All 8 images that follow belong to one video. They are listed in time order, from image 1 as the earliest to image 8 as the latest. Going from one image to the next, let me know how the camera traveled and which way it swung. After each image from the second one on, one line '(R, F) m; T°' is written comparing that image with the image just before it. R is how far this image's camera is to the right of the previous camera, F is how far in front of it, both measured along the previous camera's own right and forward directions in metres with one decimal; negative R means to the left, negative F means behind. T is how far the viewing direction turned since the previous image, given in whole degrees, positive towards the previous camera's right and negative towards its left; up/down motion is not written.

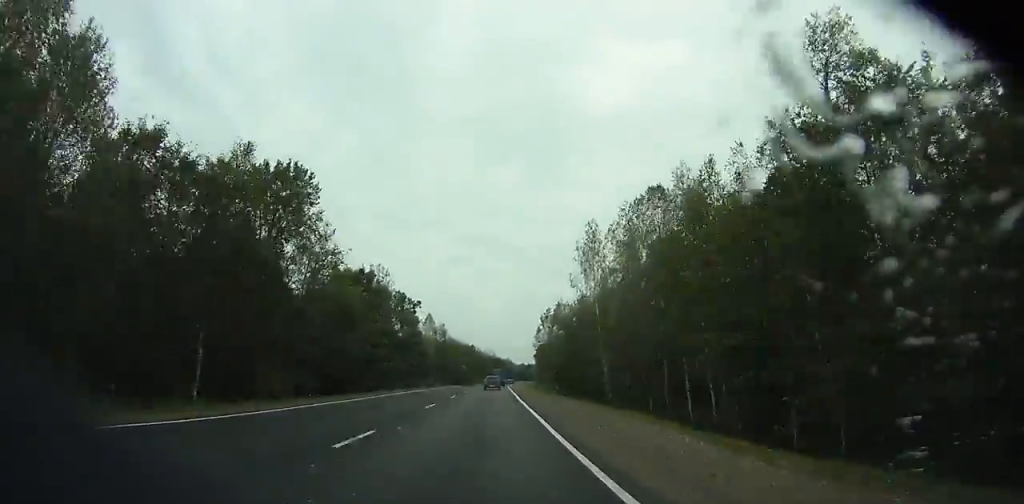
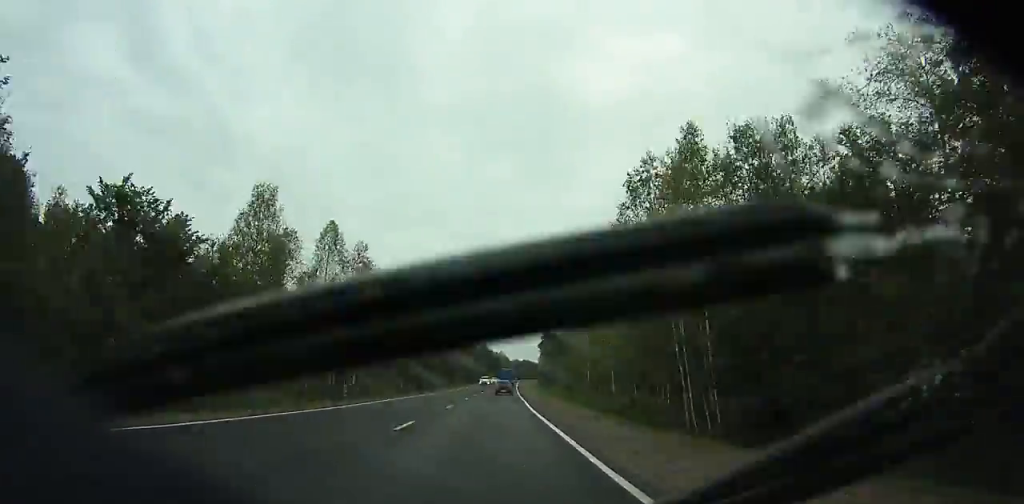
(0.0, +78.5) m; +1°
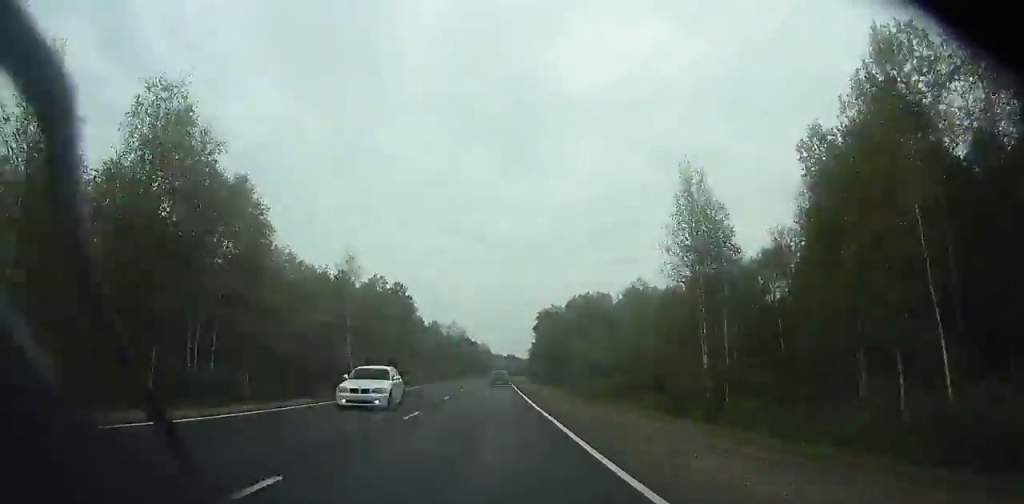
(+0.7, +58.4) m; +1°
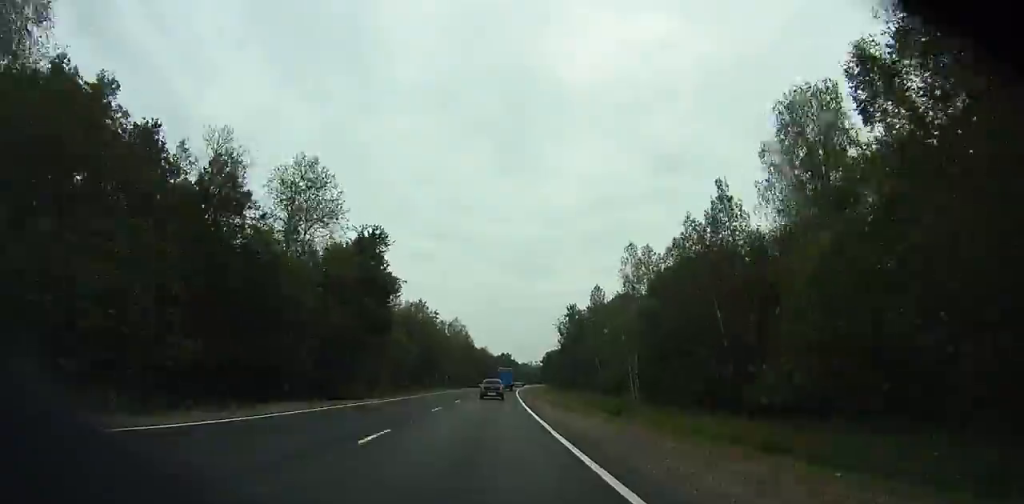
(+2.4, +158.8) m; +1°
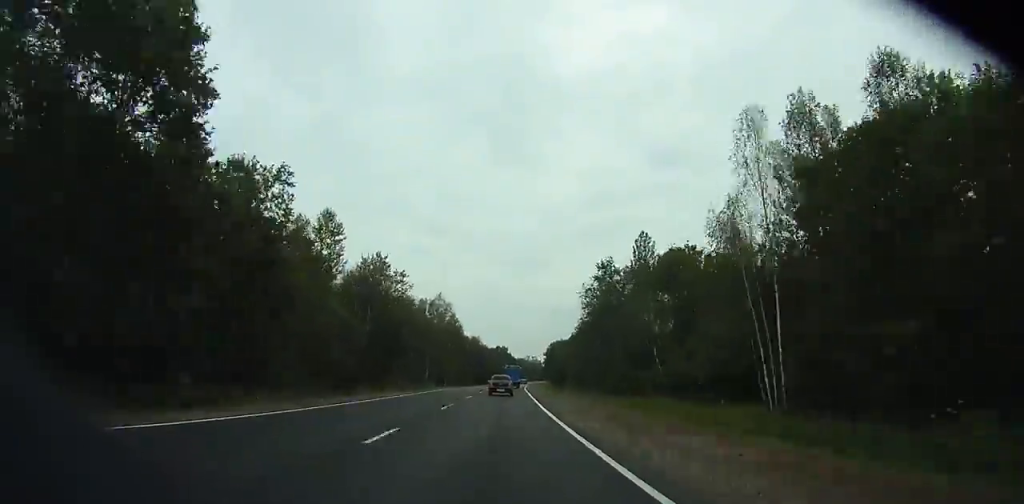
(+0.1, +38.1) m; +1°
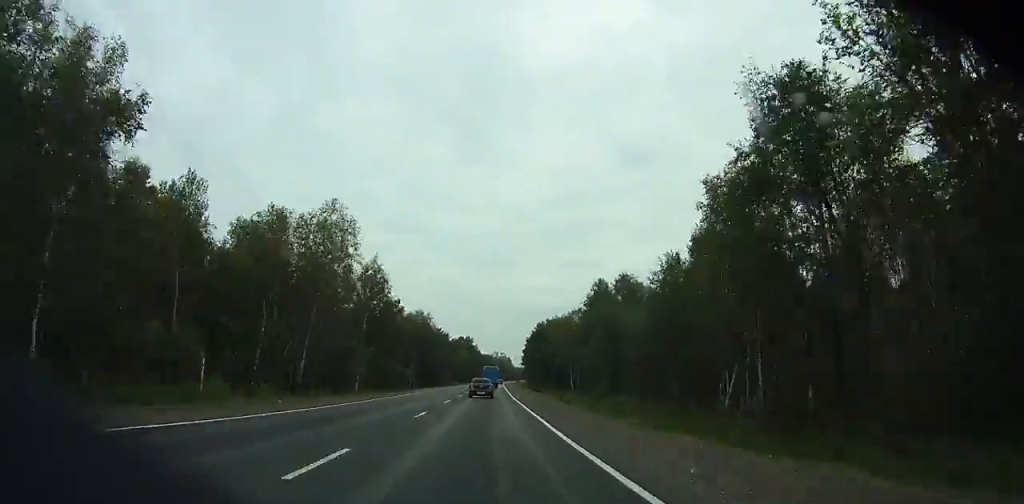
(+0.7, +65.6) m; +2°
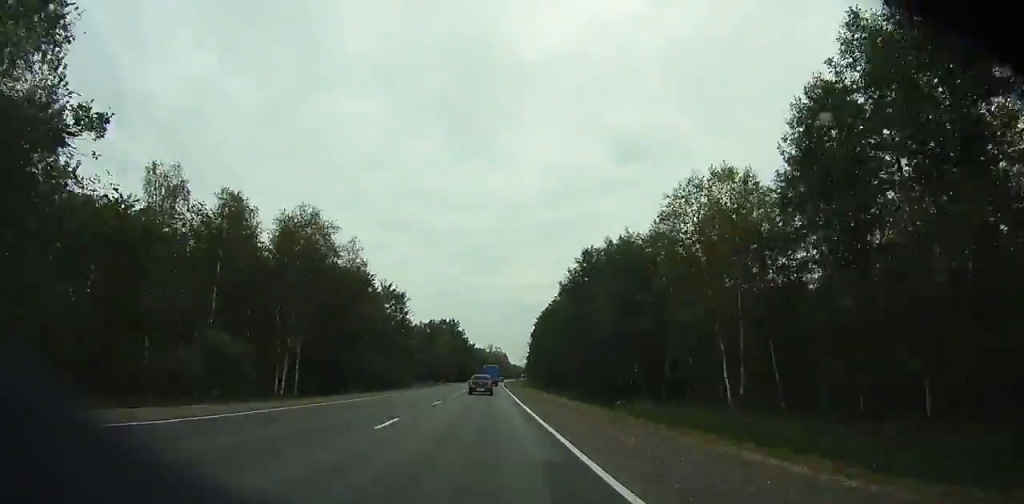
(+1.2, +66.5) m; +2°
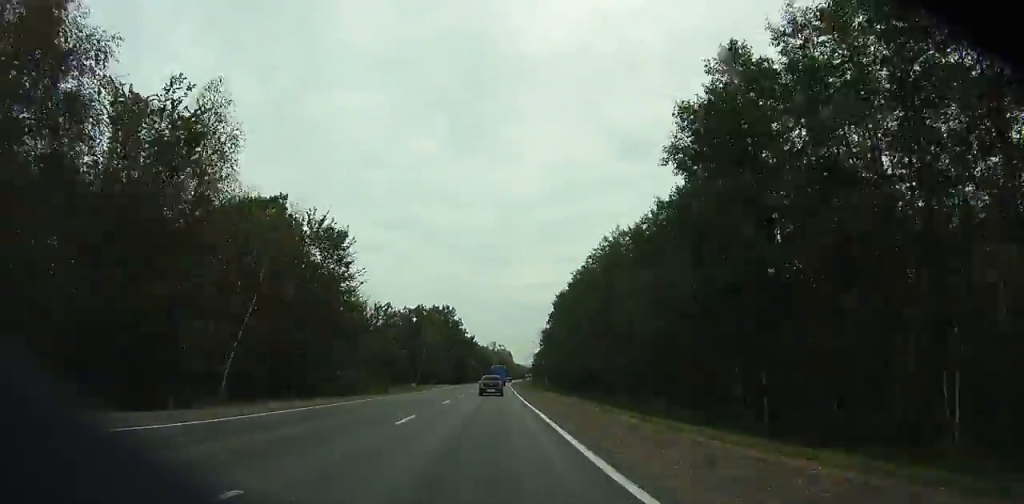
(0.0, +33.9) m; +1°
